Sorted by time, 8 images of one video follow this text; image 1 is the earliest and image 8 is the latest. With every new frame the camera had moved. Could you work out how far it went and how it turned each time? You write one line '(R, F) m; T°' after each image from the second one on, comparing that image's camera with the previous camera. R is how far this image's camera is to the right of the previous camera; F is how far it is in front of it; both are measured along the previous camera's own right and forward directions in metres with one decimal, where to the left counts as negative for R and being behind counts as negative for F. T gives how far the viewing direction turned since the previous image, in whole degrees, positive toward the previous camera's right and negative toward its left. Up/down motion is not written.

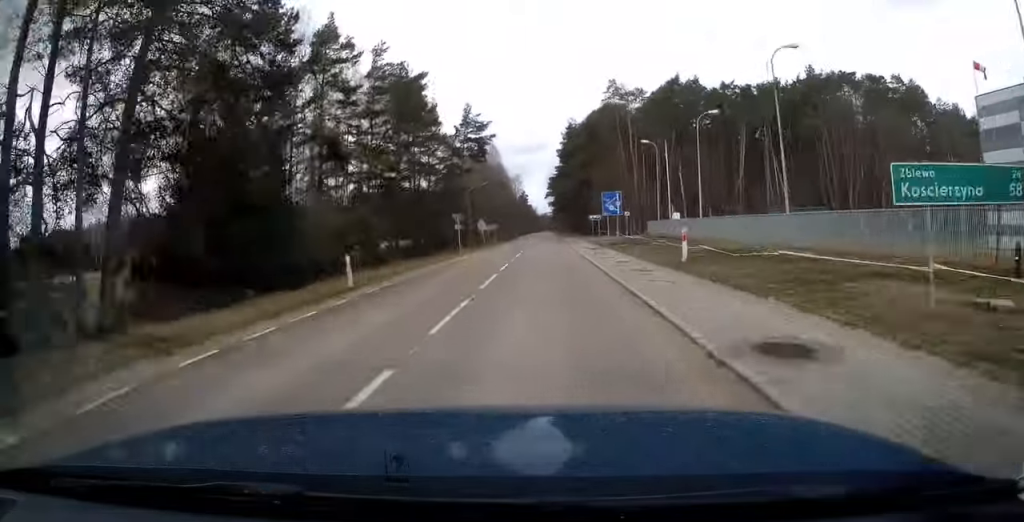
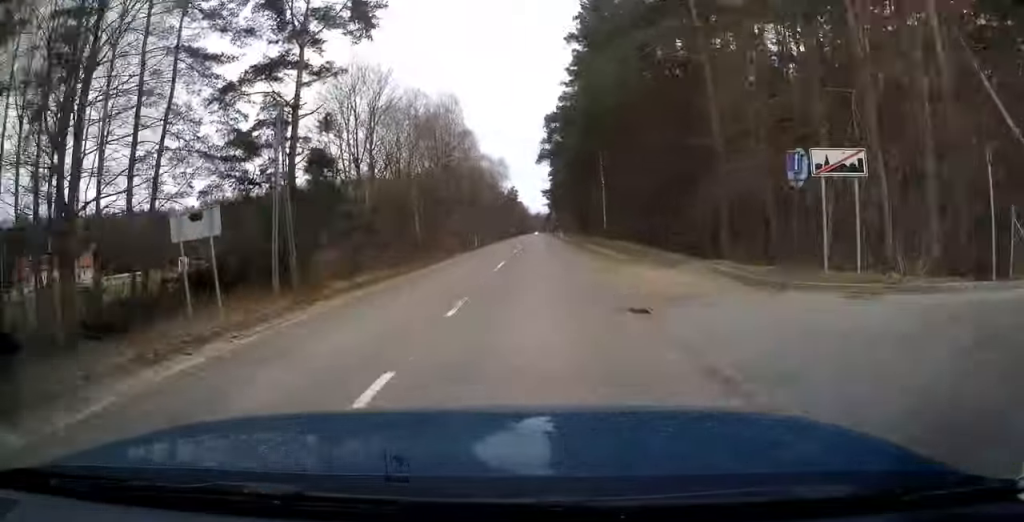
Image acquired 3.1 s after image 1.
(-0.3, +61.2) m; 0°
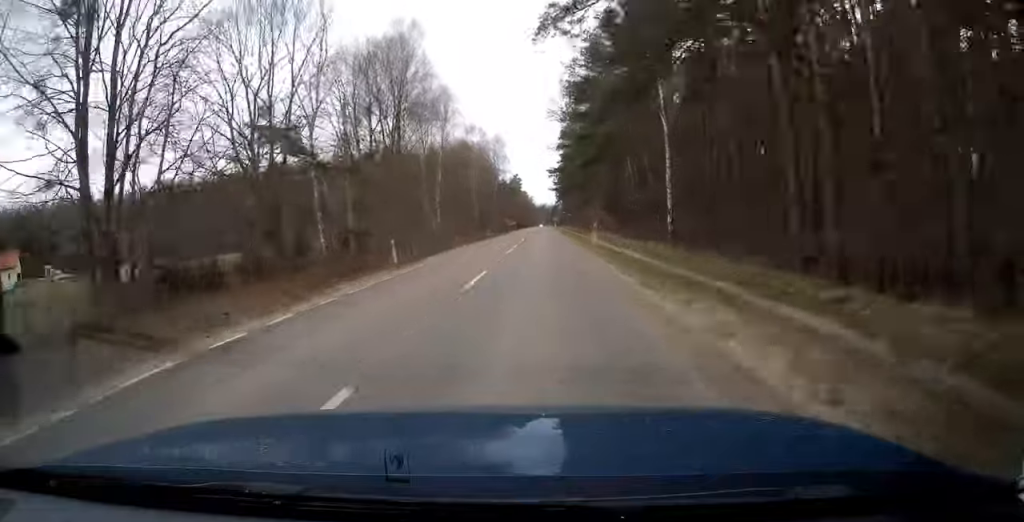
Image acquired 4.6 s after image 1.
(0.0, +32.7) m; 0°
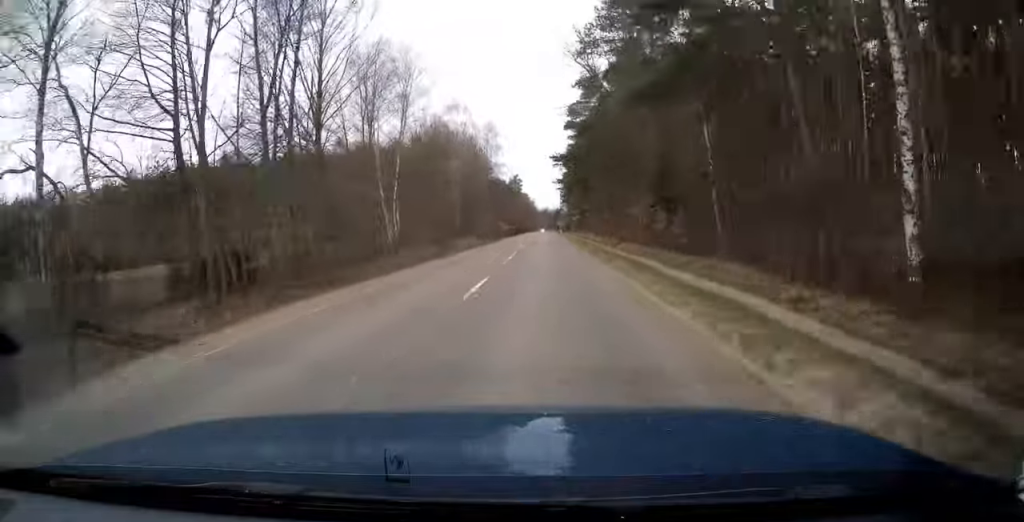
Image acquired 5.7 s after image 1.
(0.0, +24.3) m; 0°
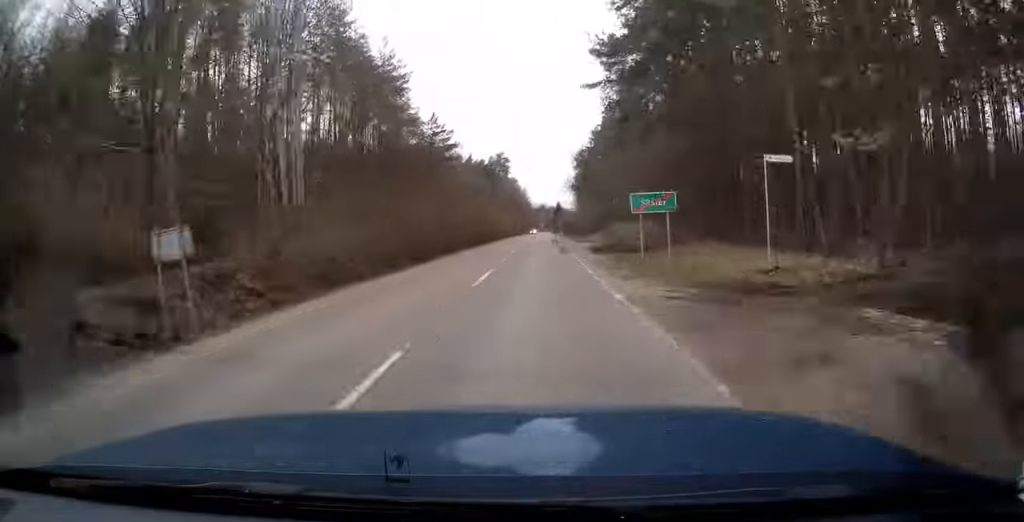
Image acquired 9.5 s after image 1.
(0.0, +91.6) m; 0°
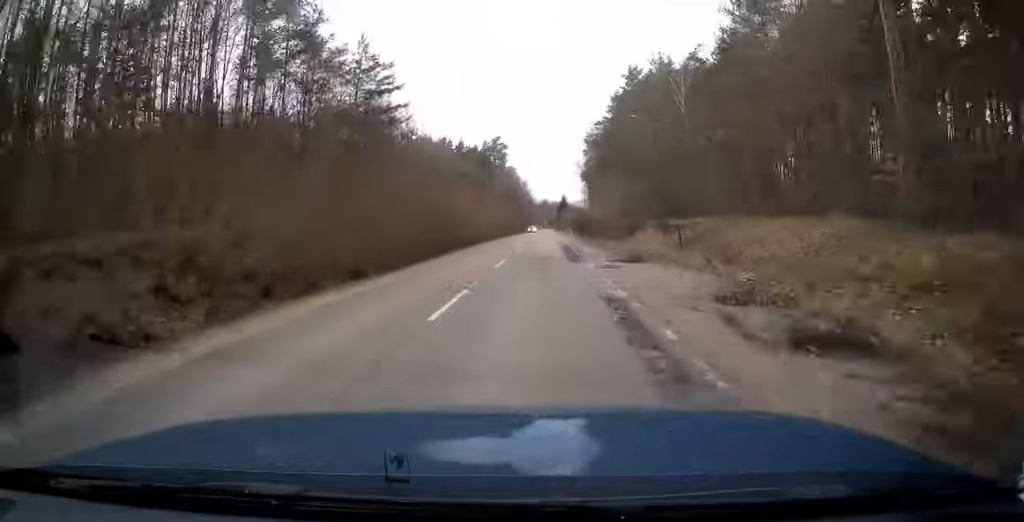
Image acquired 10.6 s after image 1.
(-0.1, +29.1) m; 0°
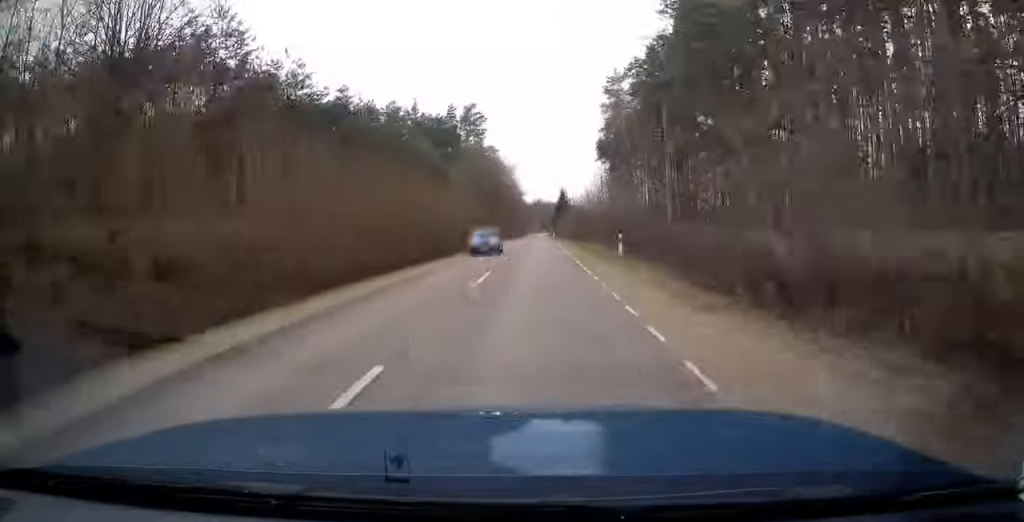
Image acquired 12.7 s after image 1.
(0.0, +54.7) m; 0°
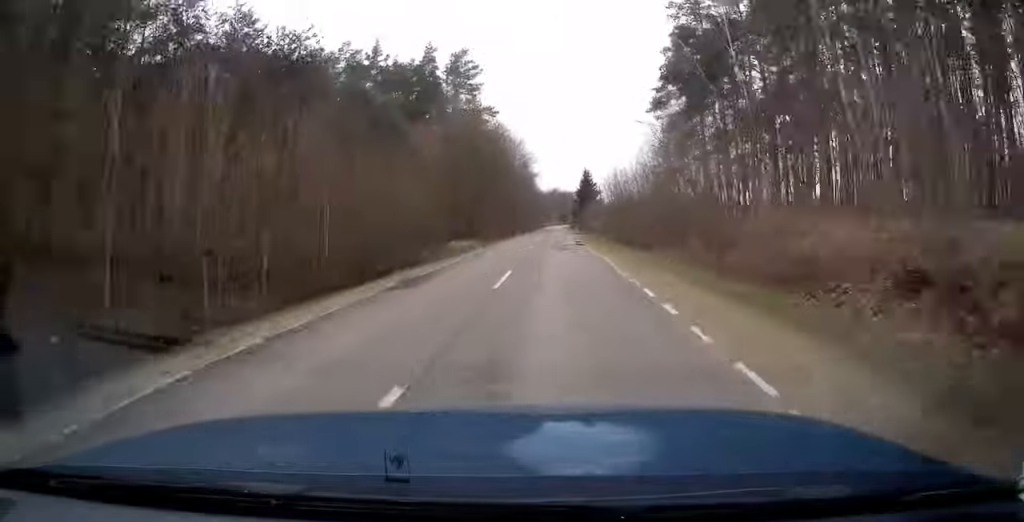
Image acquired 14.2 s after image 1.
(0.0, +36.9) m; 0°
